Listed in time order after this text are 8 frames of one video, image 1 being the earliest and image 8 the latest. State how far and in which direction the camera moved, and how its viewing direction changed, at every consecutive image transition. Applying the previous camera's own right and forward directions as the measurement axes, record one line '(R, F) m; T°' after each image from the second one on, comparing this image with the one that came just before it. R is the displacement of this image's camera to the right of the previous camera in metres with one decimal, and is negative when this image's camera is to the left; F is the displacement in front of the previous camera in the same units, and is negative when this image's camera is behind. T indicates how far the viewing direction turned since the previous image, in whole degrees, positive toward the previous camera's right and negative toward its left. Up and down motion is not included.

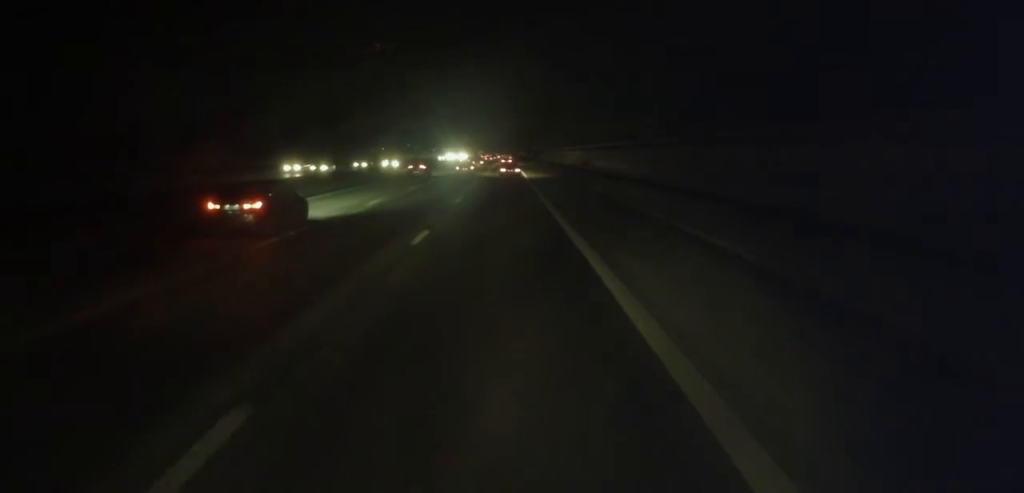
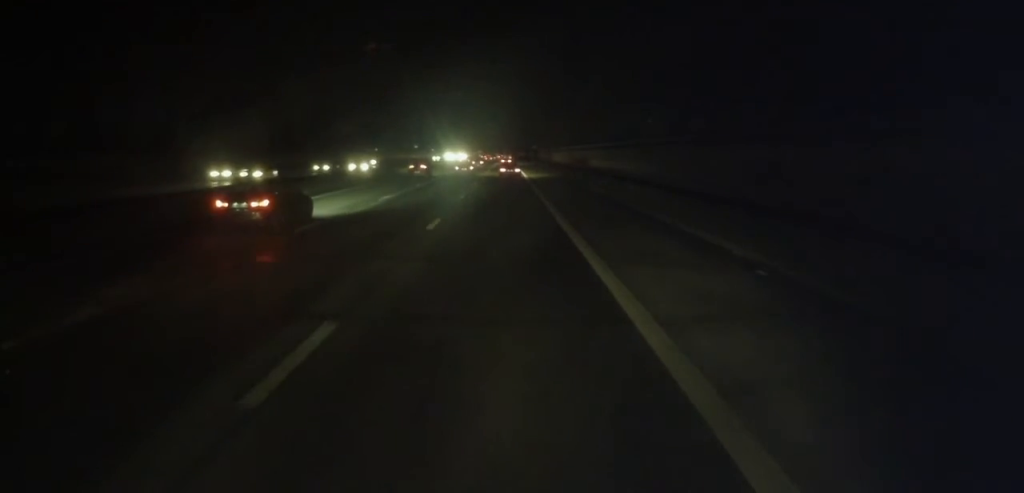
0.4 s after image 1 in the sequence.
(+0.1, +9.3) m; 0°
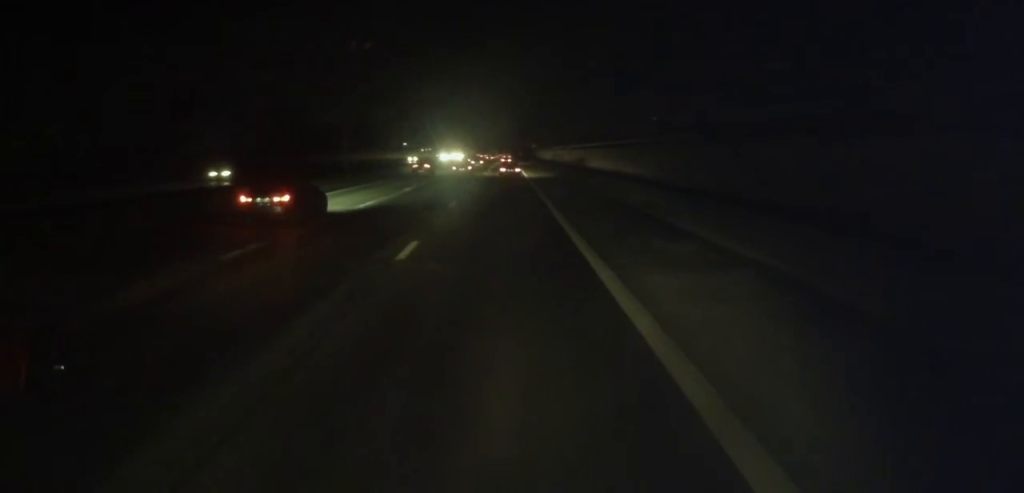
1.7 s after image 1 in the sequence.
(-0.4, +29.6) m; 0°
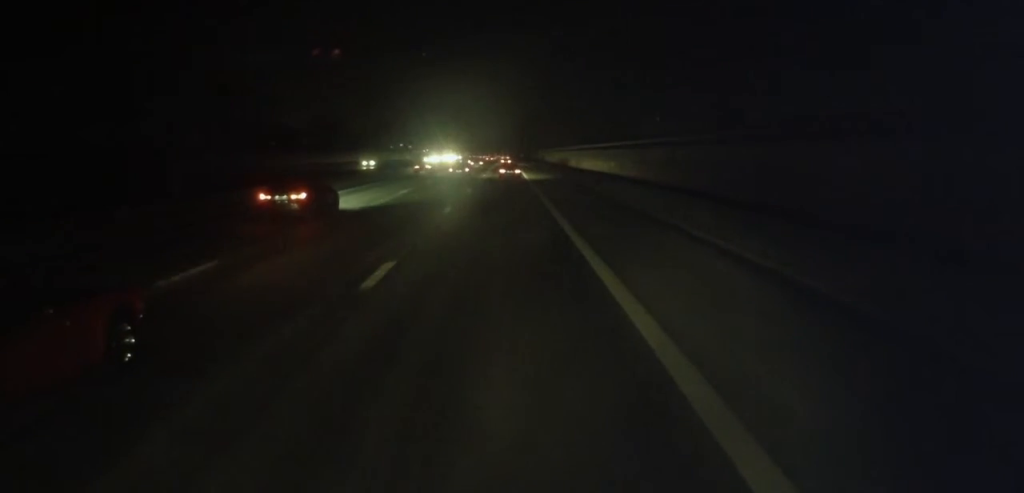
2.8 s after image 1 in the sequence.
(+0.2, +26.6) m; 0°
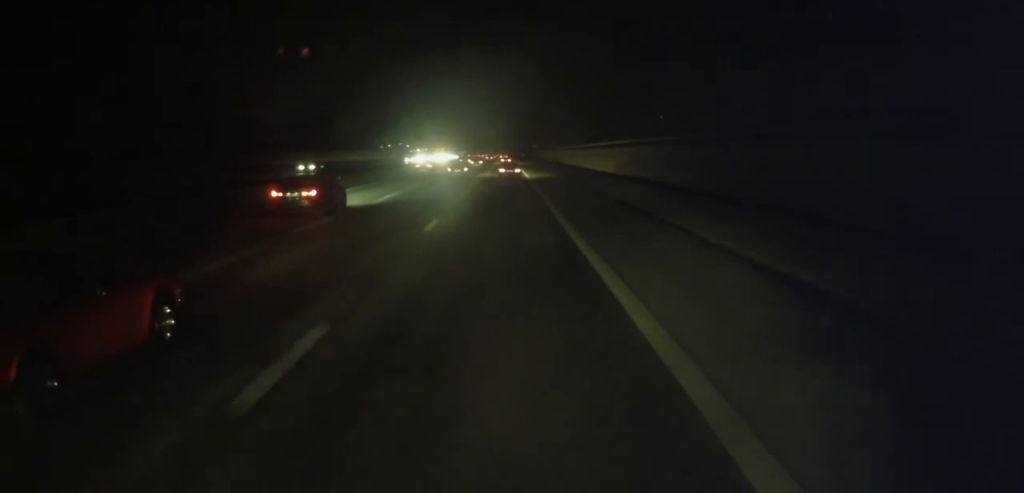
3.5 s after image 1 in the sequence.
(-0.2, +17.2) m; -1°
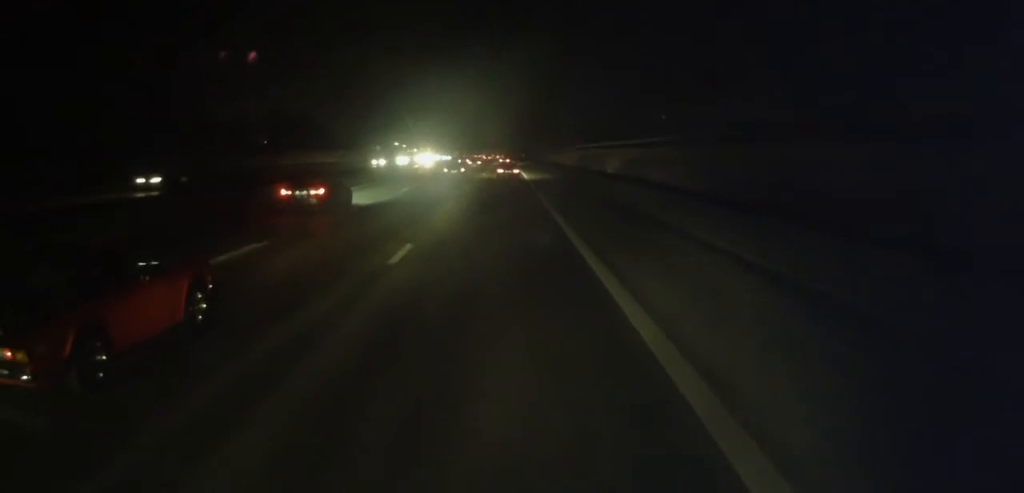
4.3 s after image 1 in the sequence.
(-0.1, +17.3) m; +1°
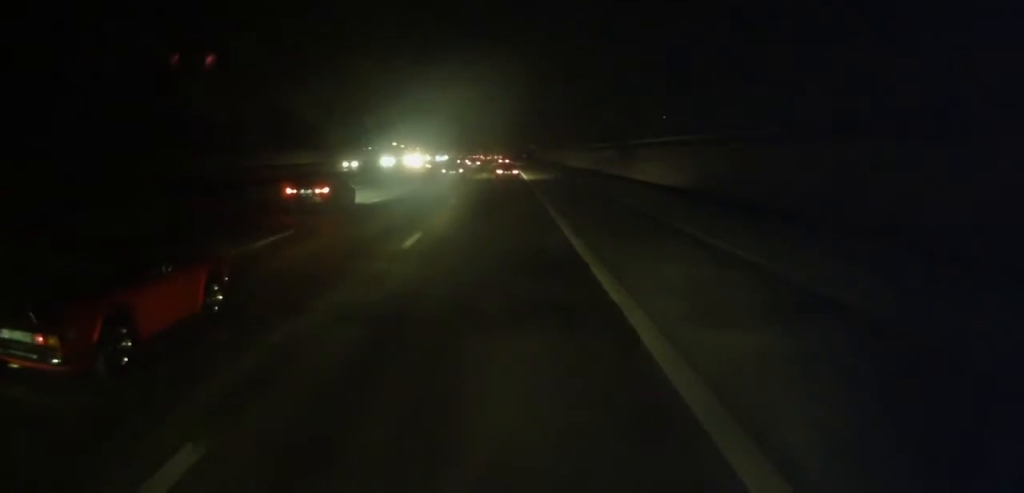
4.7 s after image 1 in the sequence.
(+0.1, +10.2) m; 0°
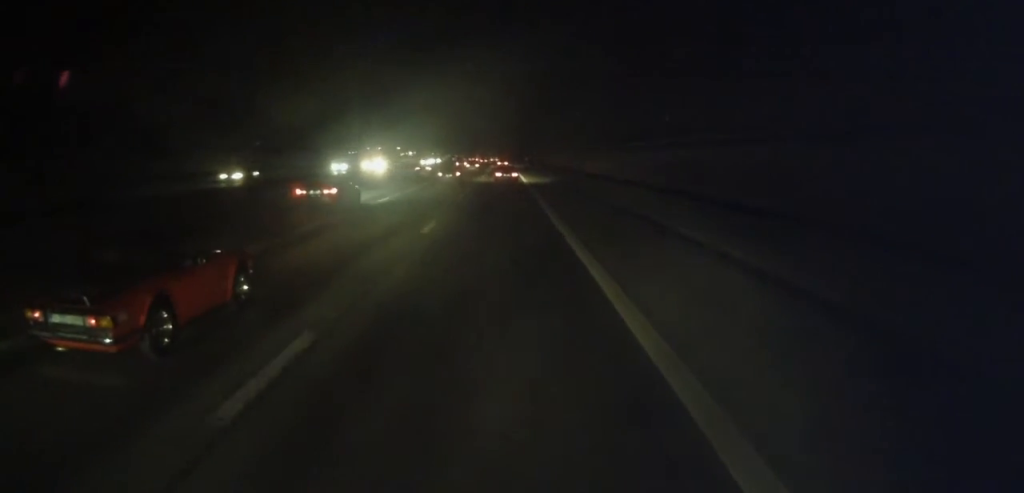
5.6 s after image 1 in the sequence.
(+0.4, +21.2) m; 0°
